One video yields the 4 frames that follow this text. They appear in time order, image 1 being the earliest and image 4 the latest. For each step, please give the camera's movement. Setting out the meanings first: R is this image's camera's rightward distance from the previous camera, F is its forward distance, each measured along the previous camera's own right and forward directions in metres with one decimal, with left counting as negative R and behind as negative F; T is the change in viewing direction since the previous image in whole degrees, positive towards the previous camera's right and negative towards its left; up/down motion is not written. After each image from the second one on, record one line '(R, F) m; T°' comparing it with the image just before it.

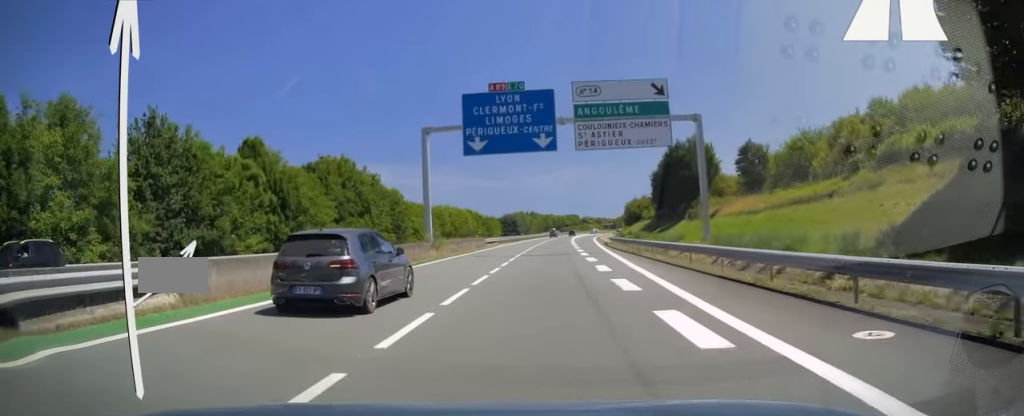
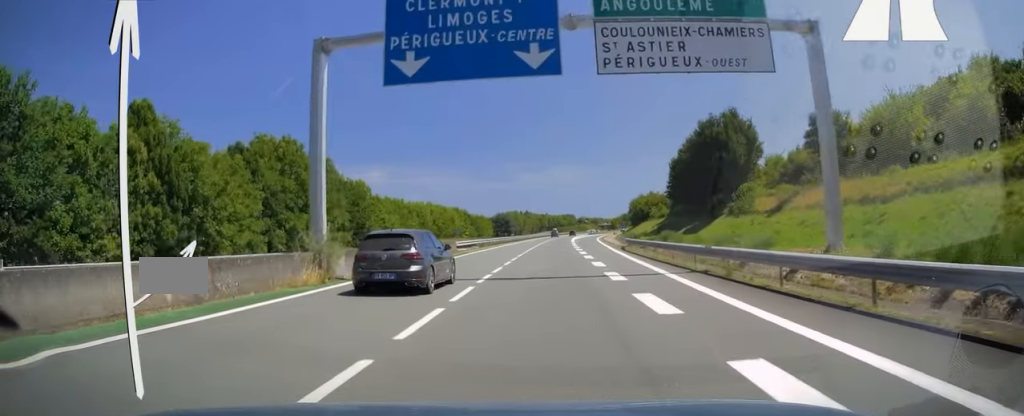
(+0.1, +16.7) m; +1°
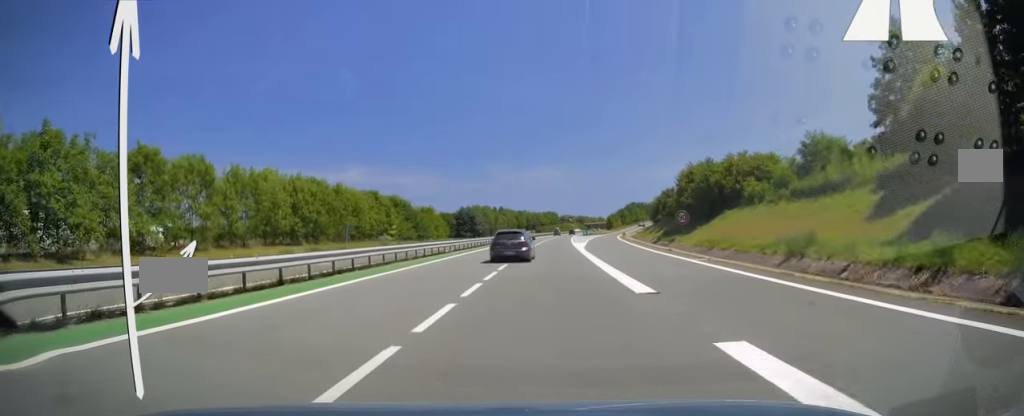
(+1.3, +64.0) m; +2°
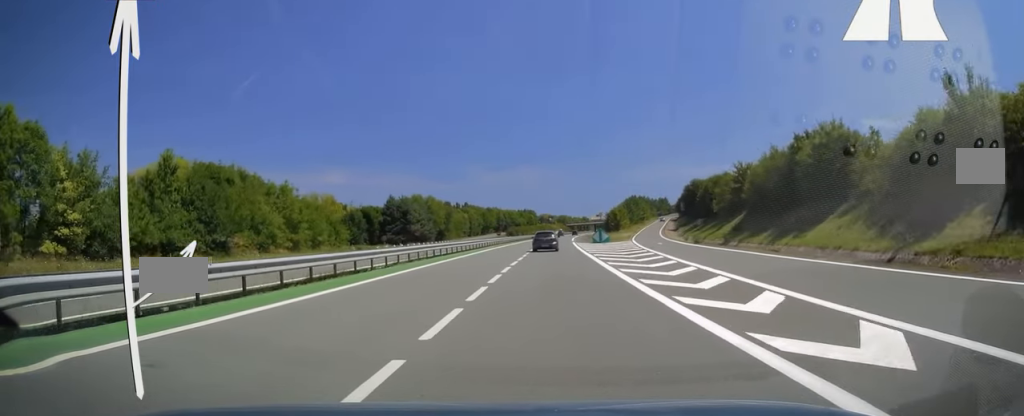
(+1.0, +73.8) m; +1°
